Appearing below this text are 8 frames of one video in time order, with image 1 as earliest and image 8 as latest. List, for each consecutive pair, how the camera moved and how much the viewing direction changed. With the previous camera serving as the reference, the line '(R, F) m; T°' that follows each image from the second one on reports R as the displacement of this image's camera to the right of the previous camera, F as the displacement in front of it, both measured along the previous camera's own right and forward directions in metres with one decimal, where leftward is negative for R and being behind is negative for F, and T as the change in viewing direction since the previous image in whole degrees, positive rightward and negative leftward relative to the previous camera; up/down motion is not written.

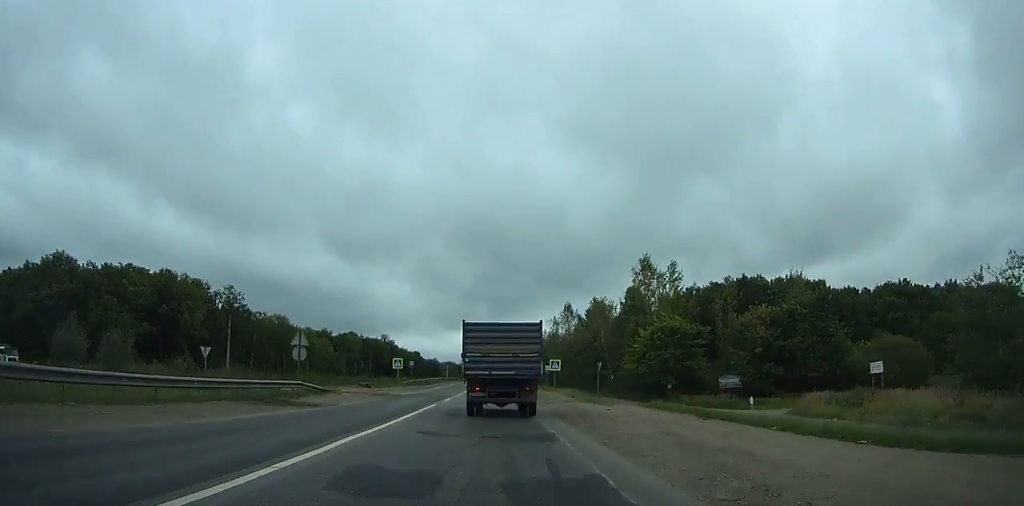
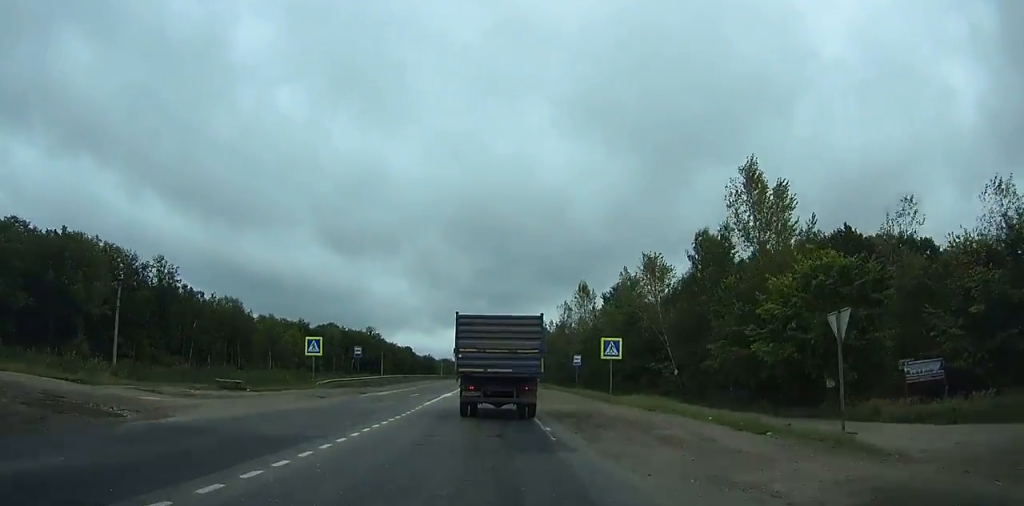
(-0.1, +30.7) m; -1°
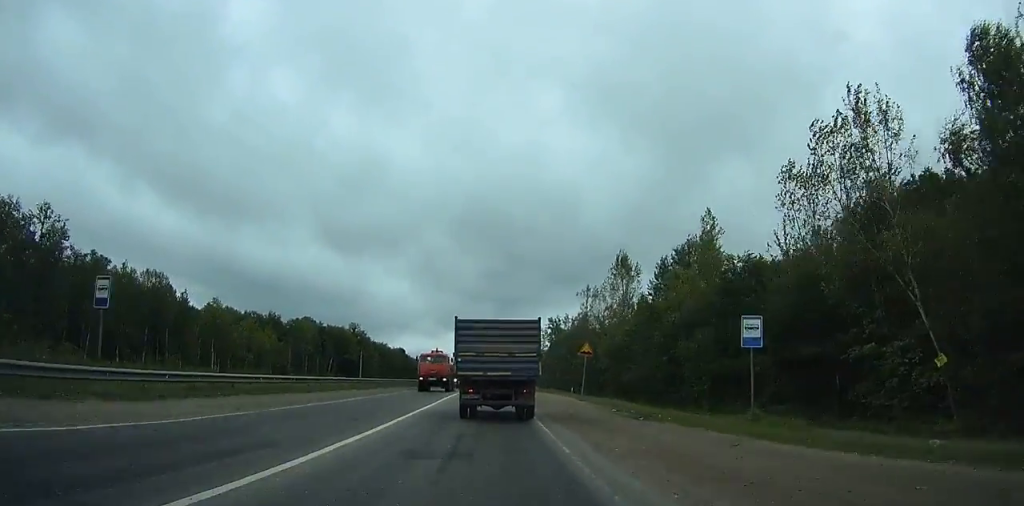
(-0.3, +36.5) m; -1°
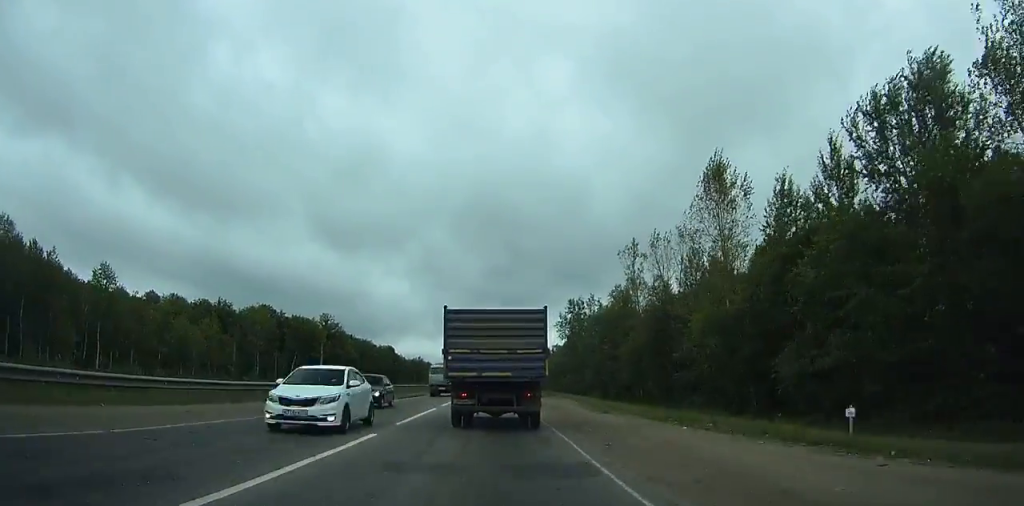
(-0.1, +38.6) m; 0°
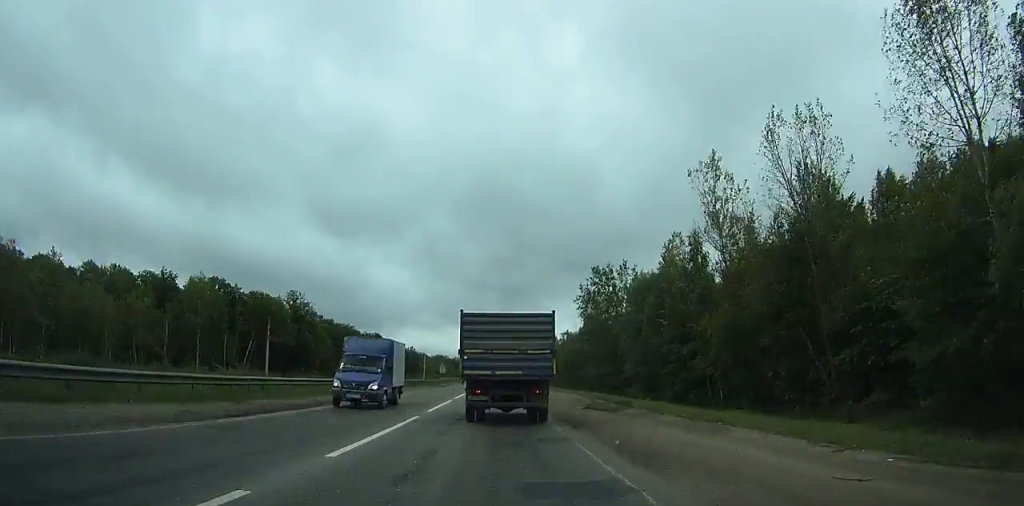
(0.0, +33.0) m; 0°
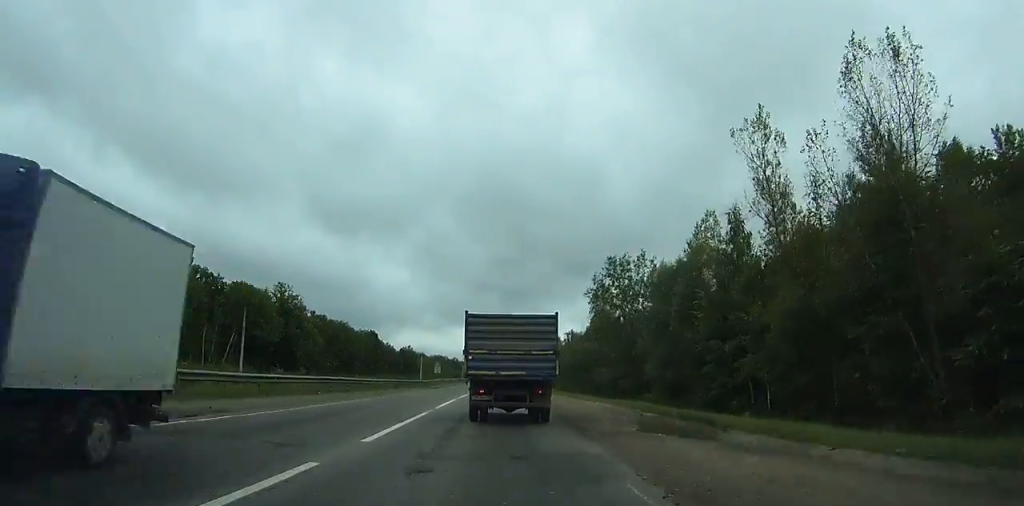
(0.0, +10.4) m; 0°
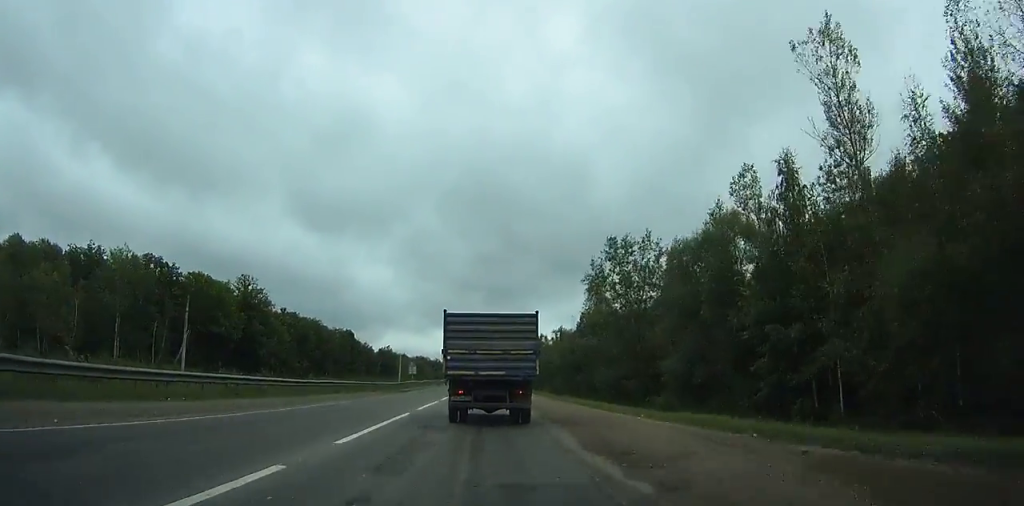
(0.0, +12.6) m; 0°
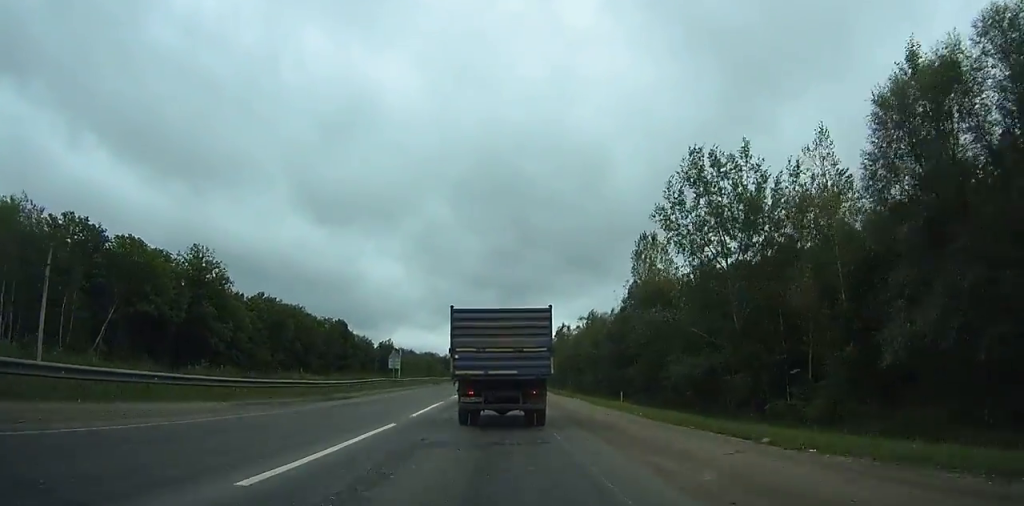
(+0.1, +27.7) m; +1°
